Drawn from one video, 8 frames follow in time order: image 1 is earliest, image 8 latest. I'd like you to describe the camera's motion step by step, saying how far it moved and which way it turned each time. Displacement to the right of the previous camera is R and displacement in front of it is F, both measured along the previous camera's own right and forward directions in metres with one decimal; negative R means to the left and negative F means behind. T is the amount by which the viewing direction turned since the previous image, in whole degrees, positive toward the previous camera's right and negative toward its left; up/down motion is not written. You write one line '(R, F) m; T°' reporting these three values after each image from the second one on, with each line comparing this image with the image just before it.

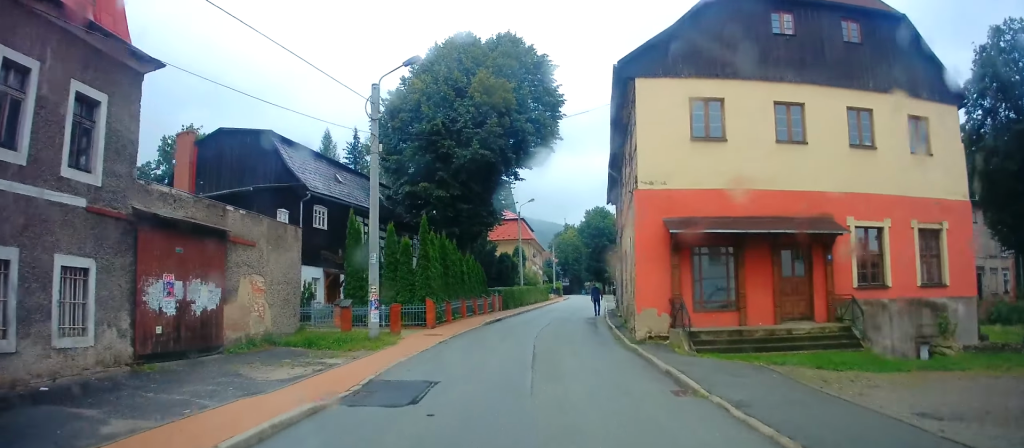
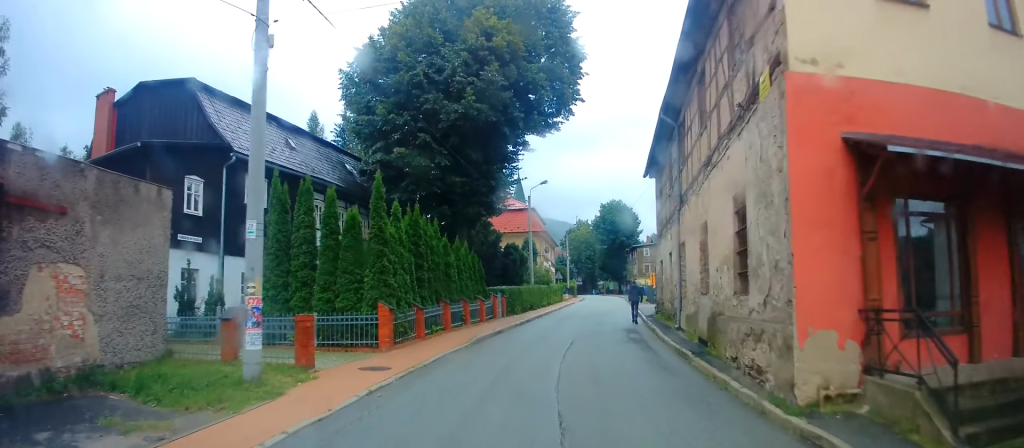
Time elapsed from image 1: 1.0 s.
(-0.2, +8.4) m; -2°
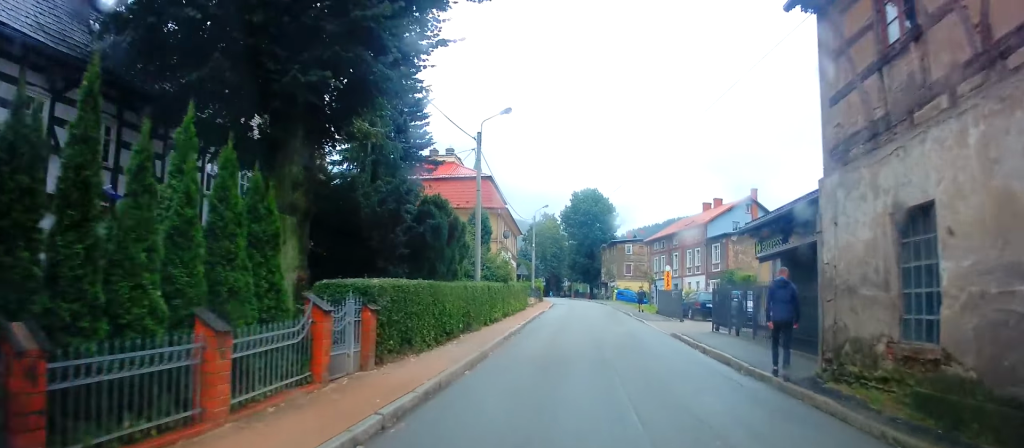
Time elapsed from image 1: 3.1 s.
(+0.5, +19.0) m; +5°
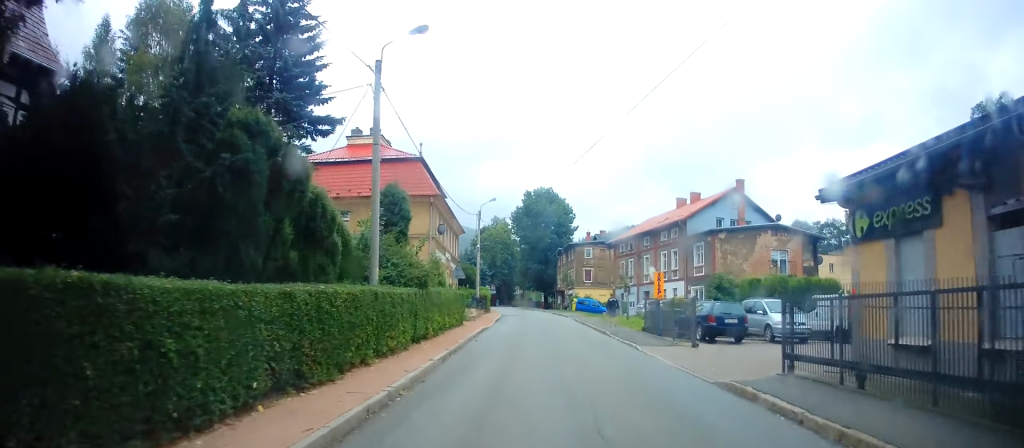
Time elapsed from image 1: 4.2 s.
(+0.2, +9.8) m; +2°
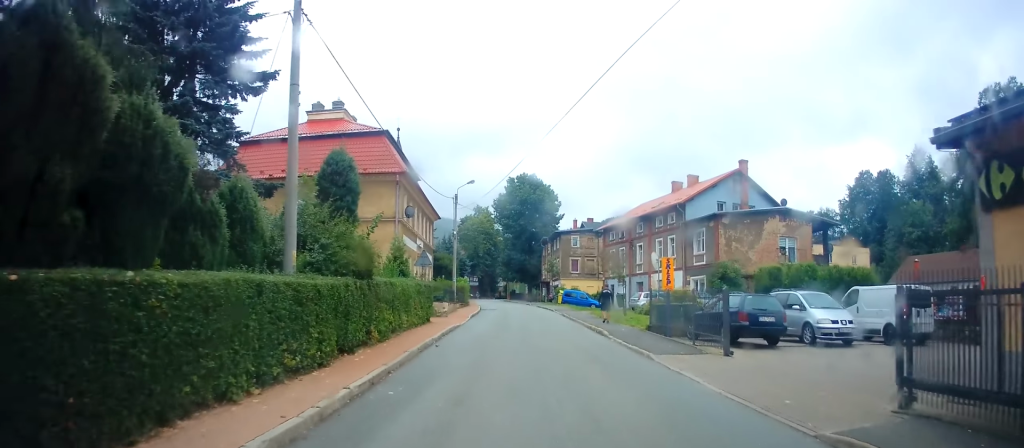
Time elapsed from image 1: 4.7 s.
(-0.1, +4.7) m; +1°
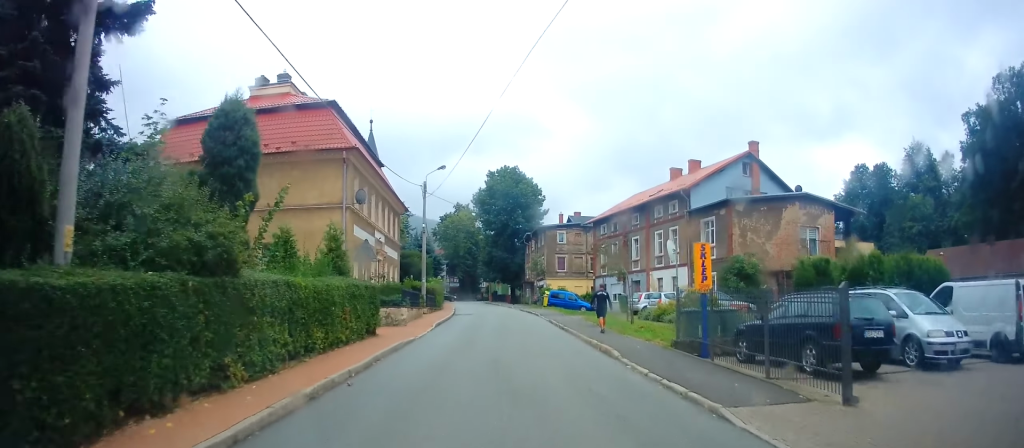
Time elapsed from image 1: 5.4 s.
(+0.2, +6.0) m; 0°
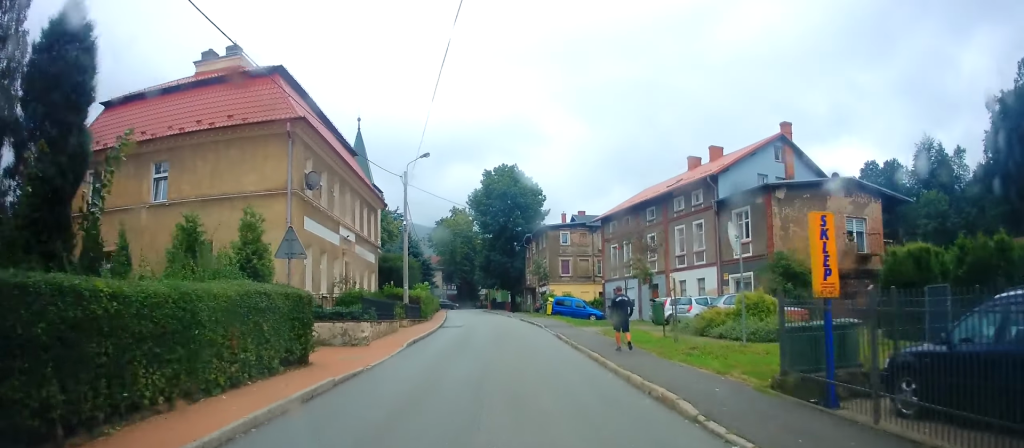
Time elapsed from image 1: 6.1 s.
(-0.1, +6.0) m; +1°
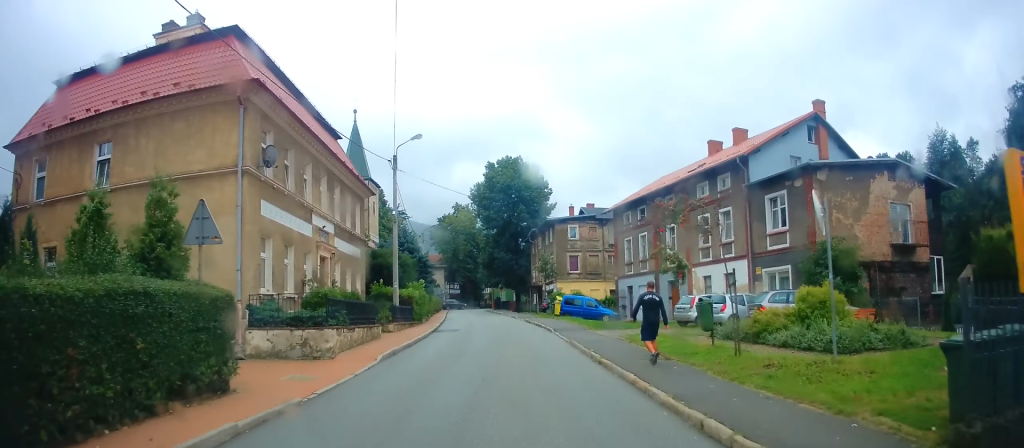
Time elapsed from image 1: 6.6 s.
(-0.2, +3.9) m; 0°
